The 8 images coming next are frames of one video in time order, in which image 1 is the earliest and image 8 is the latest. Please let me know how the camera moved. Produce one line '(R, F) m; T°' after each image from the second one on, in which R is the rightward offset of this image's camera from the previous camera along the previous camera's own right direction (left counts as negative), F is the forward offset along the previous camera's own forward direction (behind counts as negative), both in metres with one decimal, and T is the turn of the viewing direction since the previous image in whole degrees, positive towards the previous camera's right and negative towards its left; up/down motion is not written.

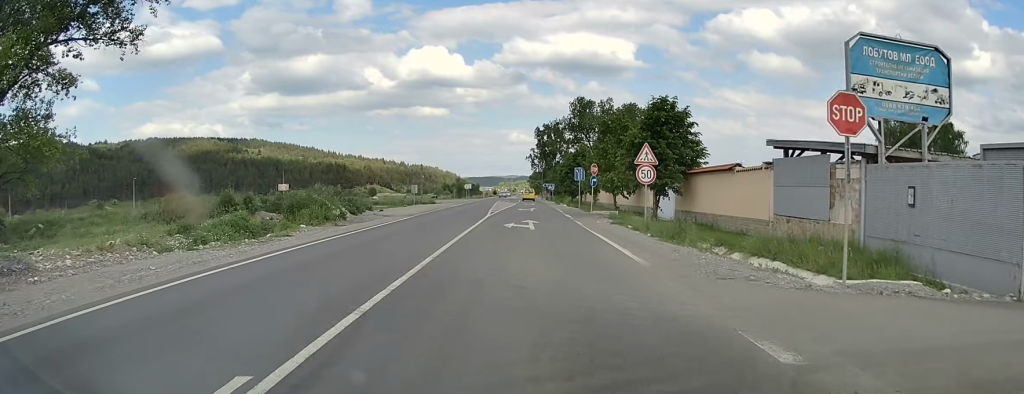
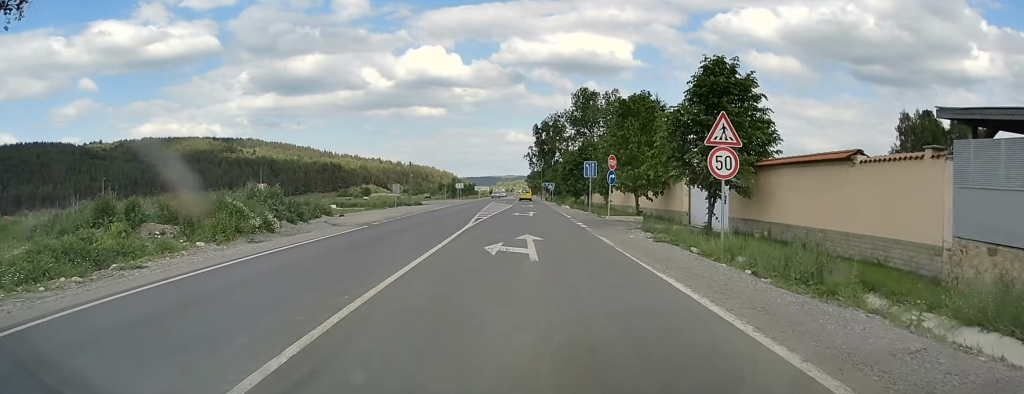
(0.0, +10.1) m; 0°
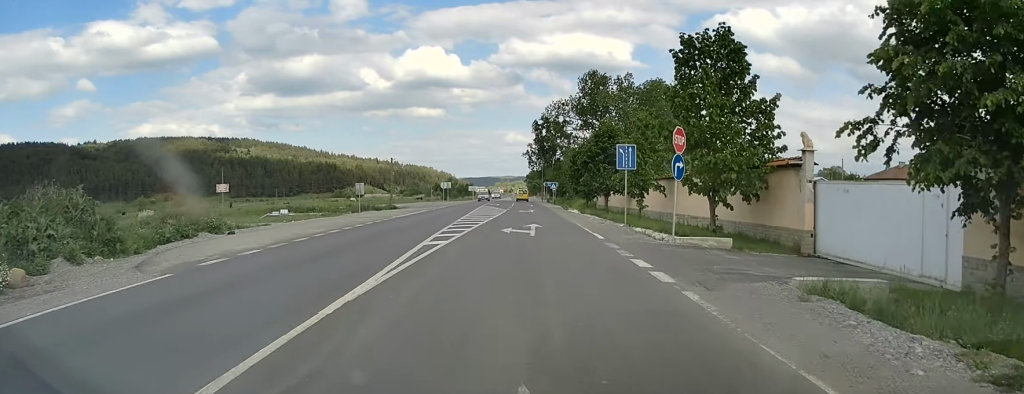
(0.0, +15.0) m; 0°
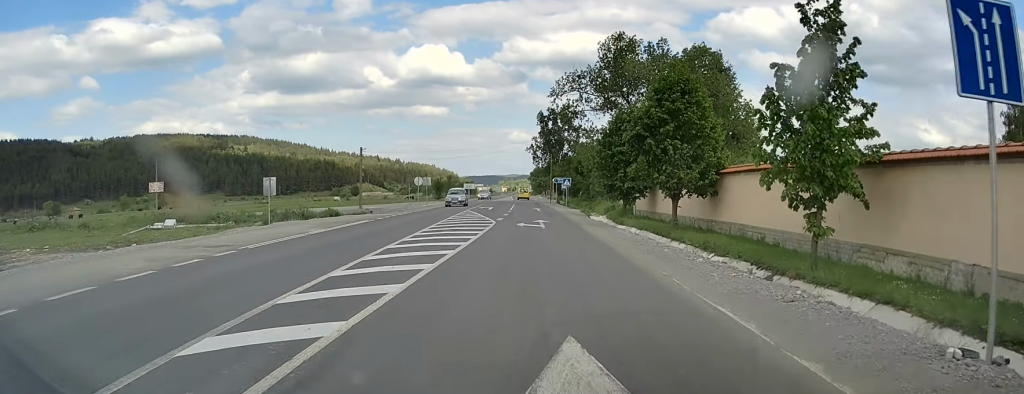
(0.0, +20.7) m; 0°
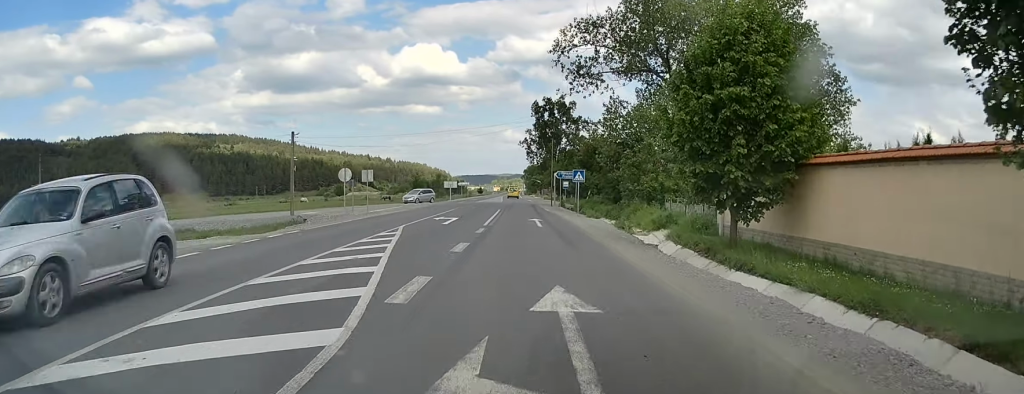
(+0.1, +21.8) m; 0°
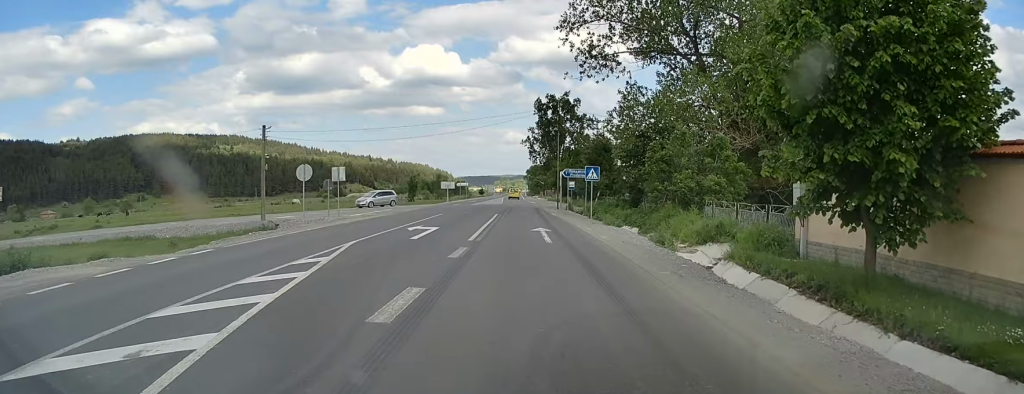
(0.0, +7.2) m; 0°
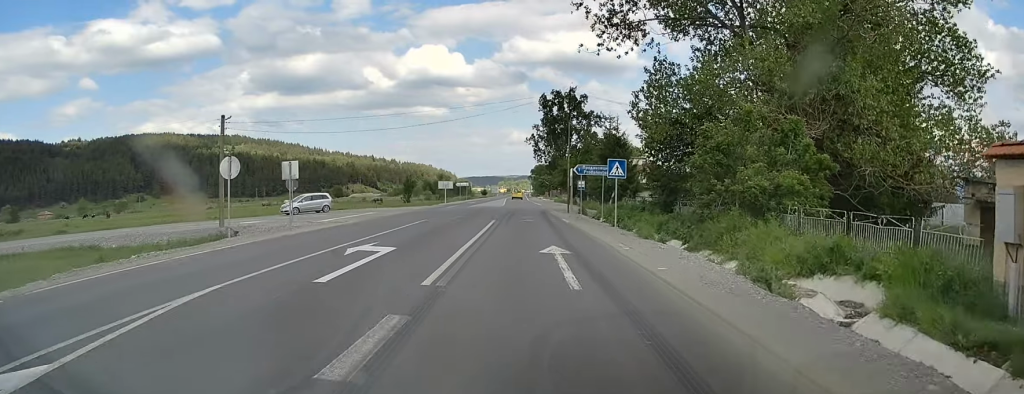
(0.0, +8.0) m; 0°
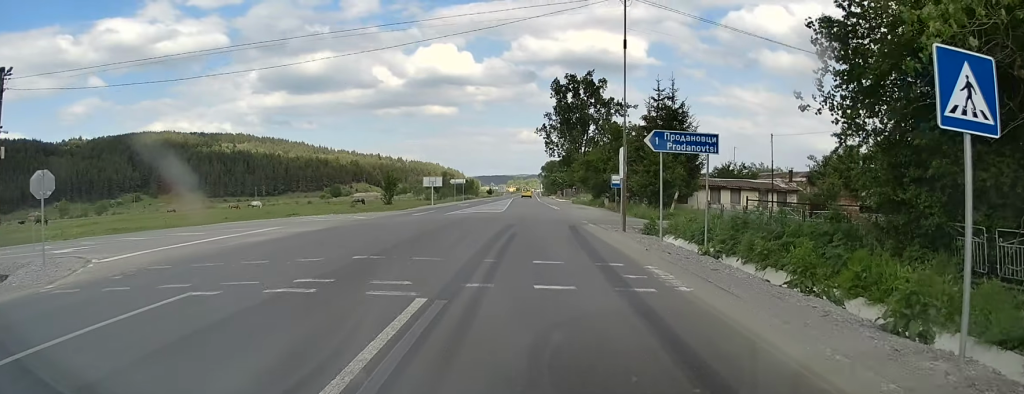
(0.0, +21.8) m; 0°
